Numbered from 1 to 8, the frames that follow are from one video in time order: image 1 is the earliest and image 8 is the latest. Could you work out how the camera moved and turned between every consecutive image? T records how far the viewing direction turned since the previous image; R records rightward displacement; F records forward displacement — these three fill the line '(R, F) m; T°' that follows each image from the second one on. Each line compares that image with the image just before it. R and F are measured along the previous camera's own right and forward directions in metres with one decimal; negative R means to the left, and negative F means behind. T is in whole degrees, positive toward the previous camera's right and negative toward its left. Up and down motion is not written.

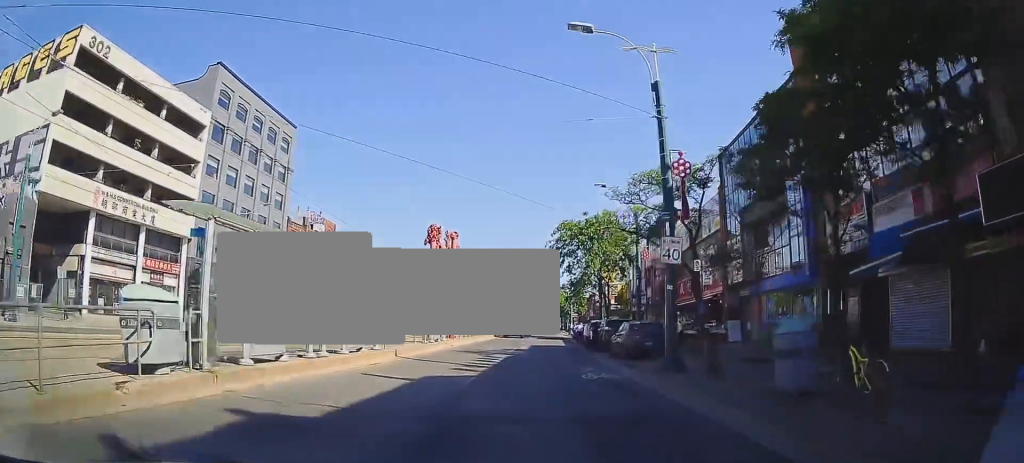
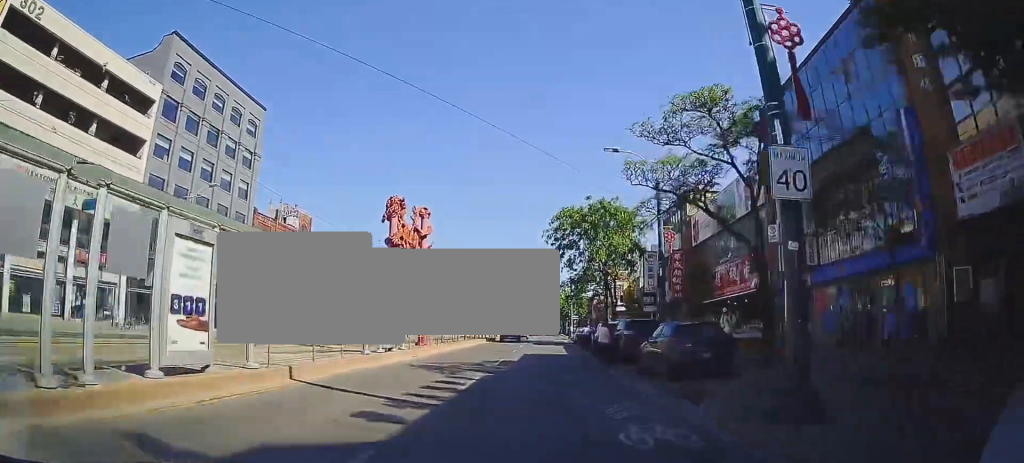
(+0.1, +7.6) m; 0°
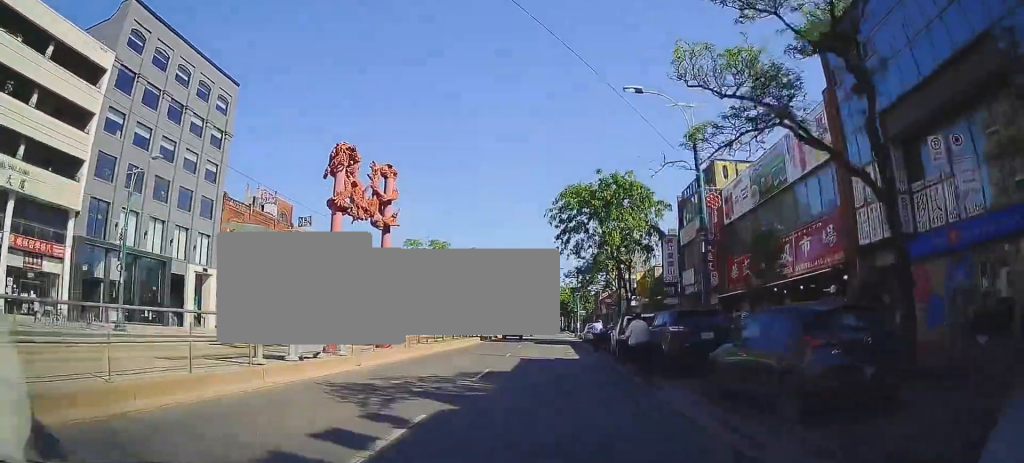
(-0.1, +6.6) m; -1°
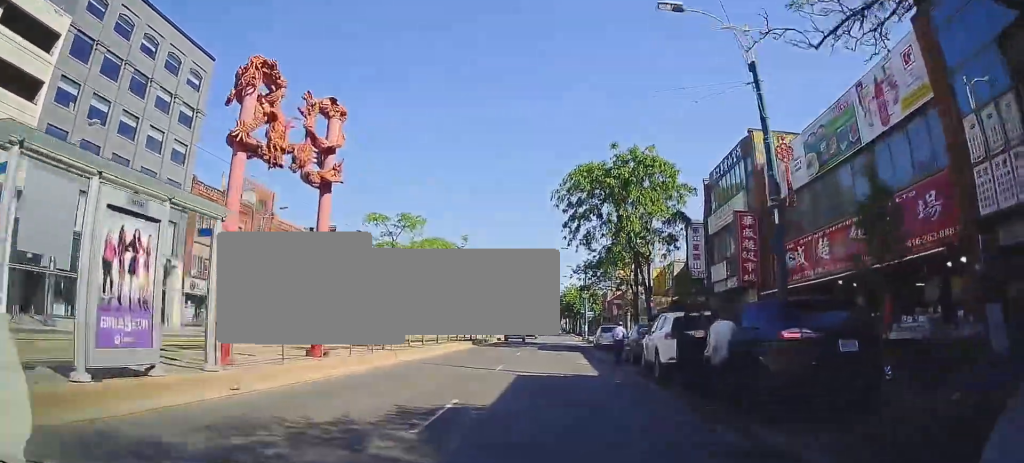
(0.0, +6.5) m; +1°
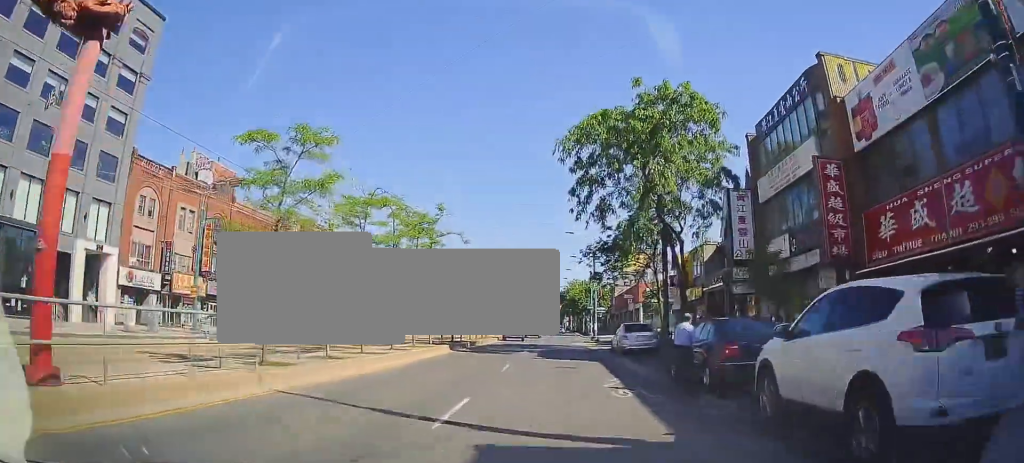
(+0.2, +9.2) m; 0°
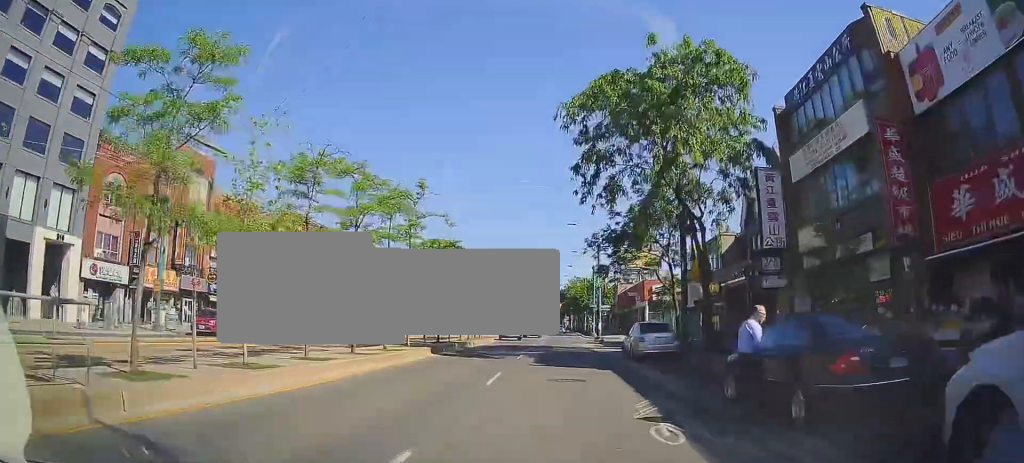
(0.0, +4.2) m; 0°
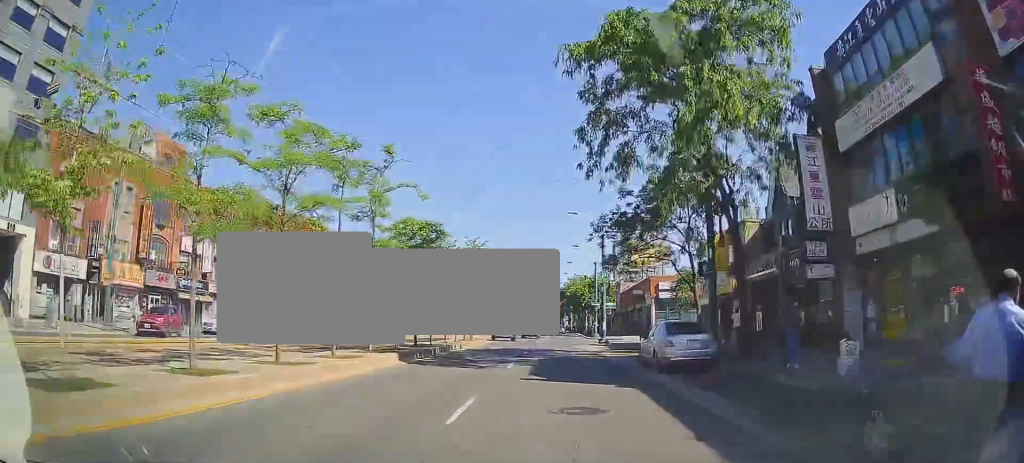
(-0.1, +4.8) m; -1°
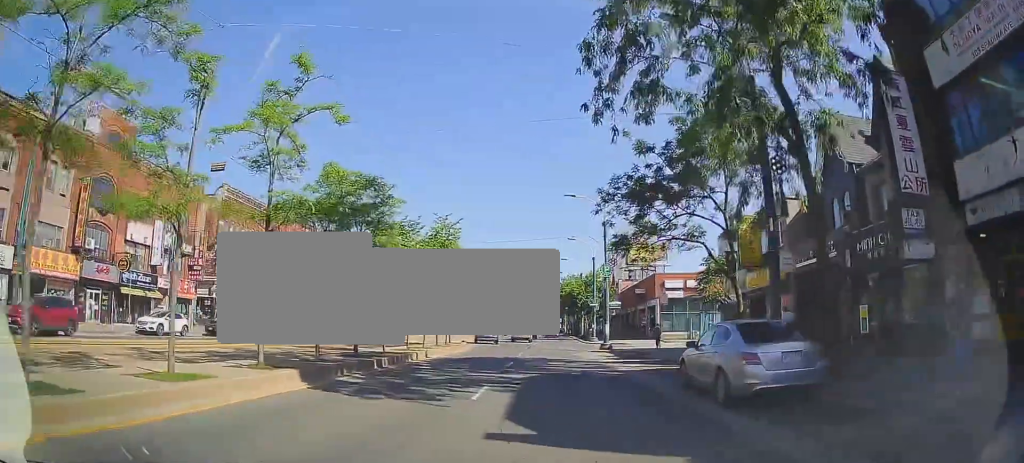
(-0.1, +6.6) m; -1°
